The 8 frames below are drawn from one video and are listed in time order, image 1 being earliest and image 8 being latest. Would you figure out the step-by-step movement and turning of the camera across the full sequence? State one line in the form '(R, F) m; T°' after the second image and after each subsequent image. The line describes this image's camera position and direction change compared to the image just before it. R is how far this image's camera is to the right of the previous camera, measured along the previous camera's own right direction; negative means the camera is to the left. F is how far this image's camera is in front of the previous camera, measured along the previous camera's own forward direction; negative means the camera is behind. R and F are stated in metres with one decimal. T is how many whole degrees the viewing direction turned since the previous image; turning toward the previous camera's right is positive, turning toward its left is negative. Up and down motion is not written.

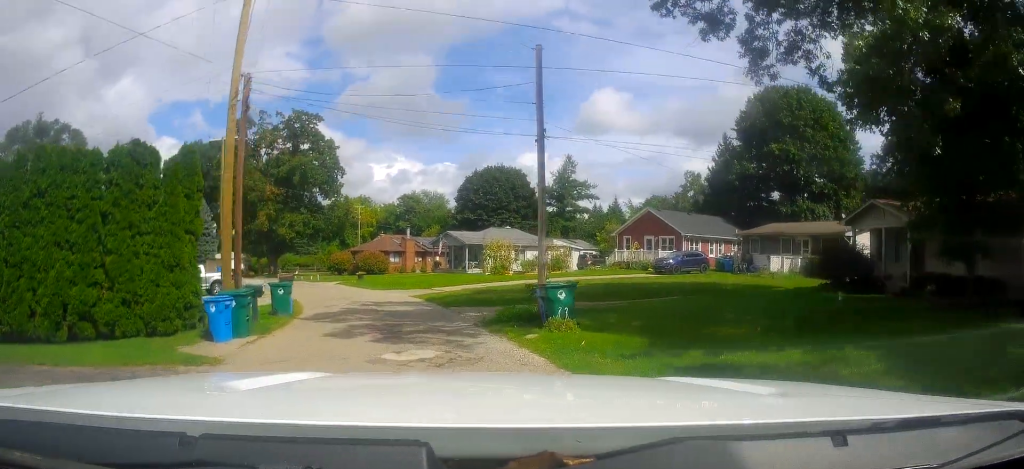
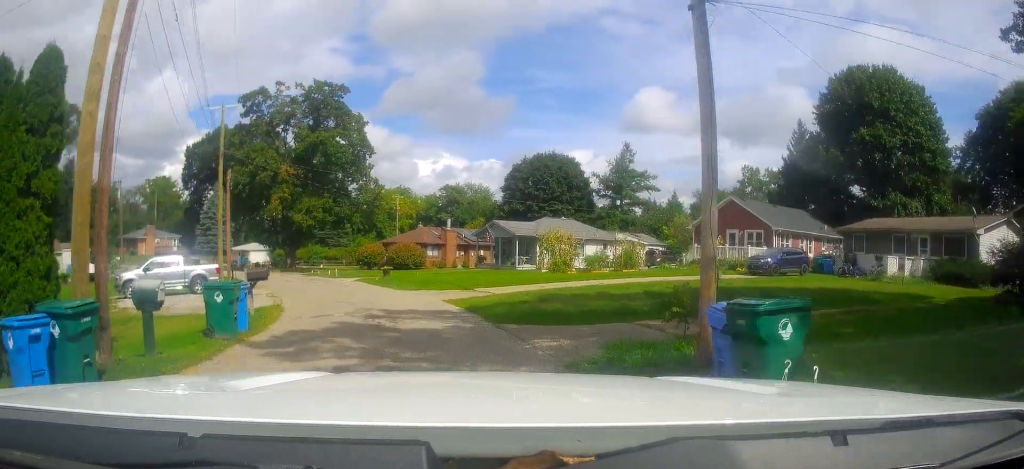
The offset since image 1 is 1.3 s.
(-0.4, +8.4) m; -8°
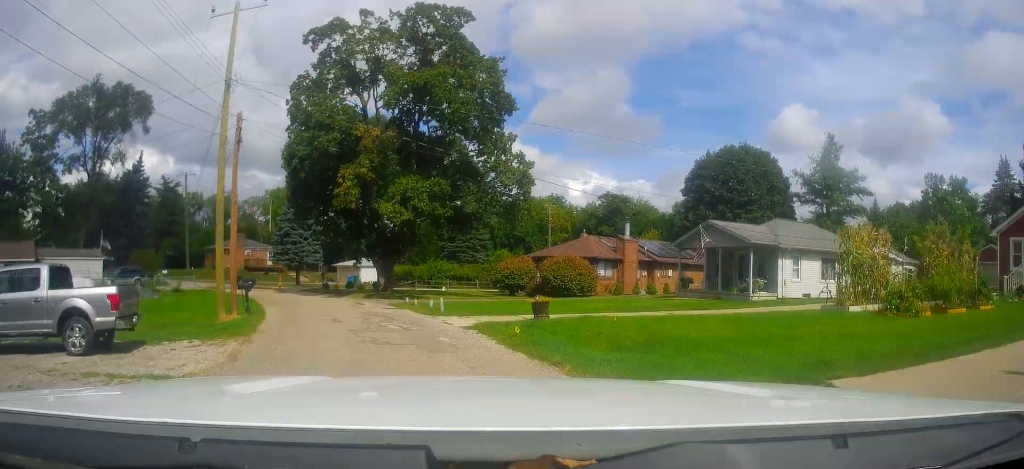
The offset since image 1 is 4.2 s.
(-1.6, +19.7) m; -13°
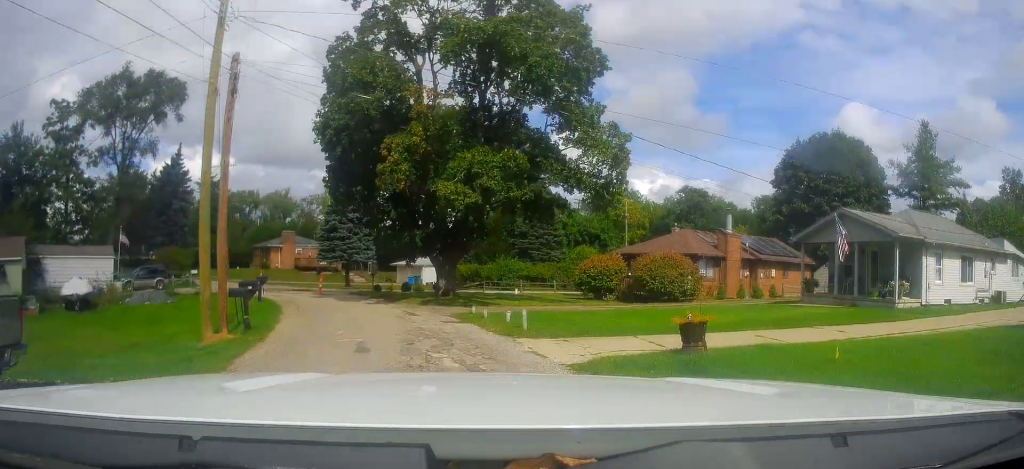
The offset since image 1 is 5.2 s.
(-0.6, +7.0) m; -11°
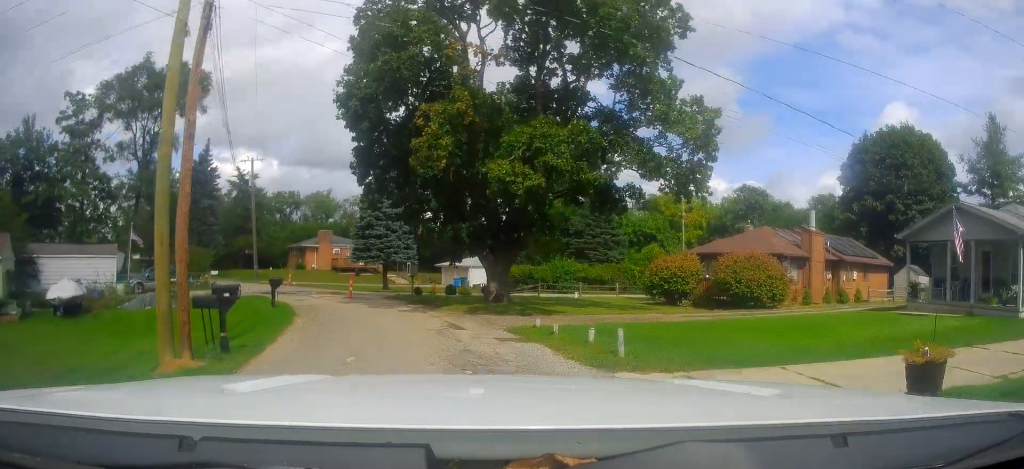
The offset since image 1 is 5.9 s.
(-0.5, +5.1) m; -2°
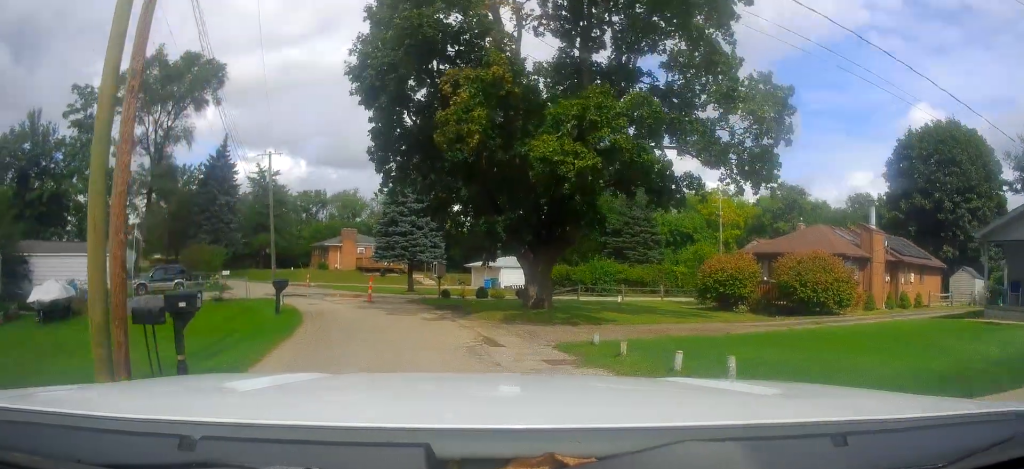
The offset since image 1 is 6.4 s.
(-0.1, +3.5) m; -2°
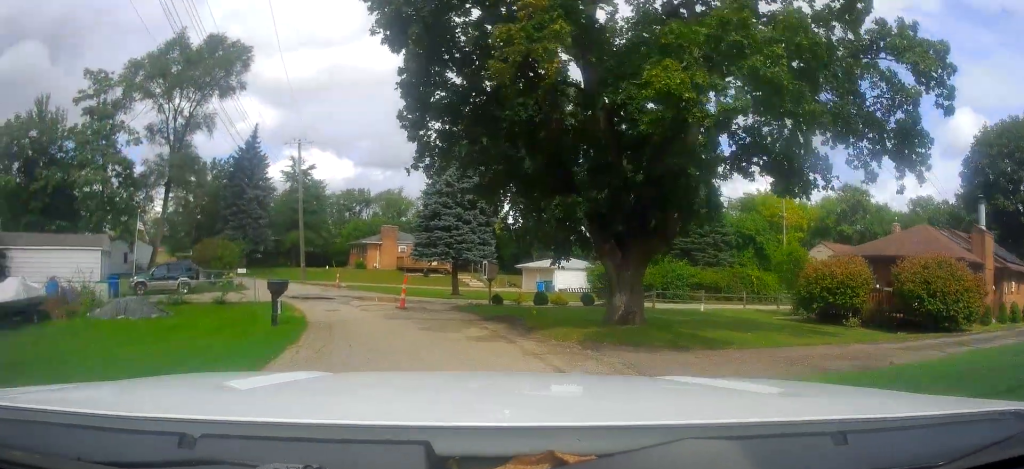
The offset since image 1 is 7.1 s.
(+0.4, +5.8) m; -6°
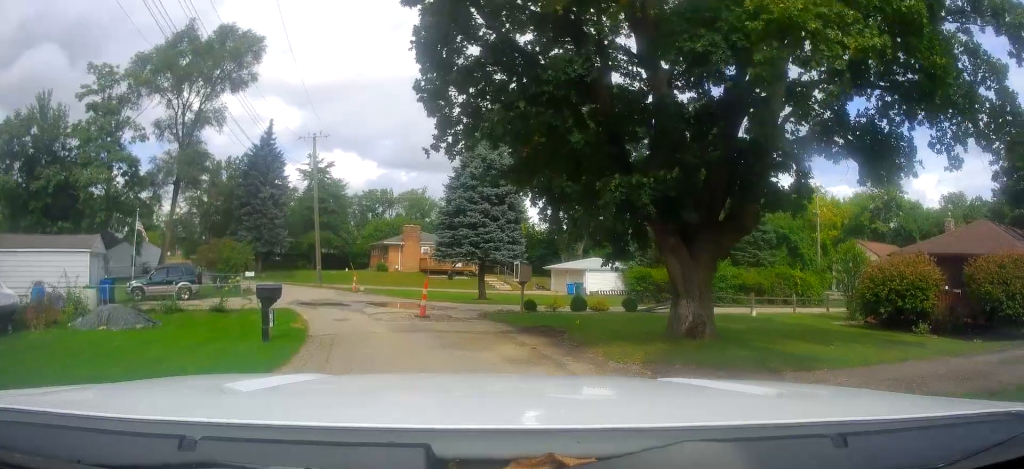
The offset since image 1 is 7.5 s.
(-0.4, +3.0) m; -3°
